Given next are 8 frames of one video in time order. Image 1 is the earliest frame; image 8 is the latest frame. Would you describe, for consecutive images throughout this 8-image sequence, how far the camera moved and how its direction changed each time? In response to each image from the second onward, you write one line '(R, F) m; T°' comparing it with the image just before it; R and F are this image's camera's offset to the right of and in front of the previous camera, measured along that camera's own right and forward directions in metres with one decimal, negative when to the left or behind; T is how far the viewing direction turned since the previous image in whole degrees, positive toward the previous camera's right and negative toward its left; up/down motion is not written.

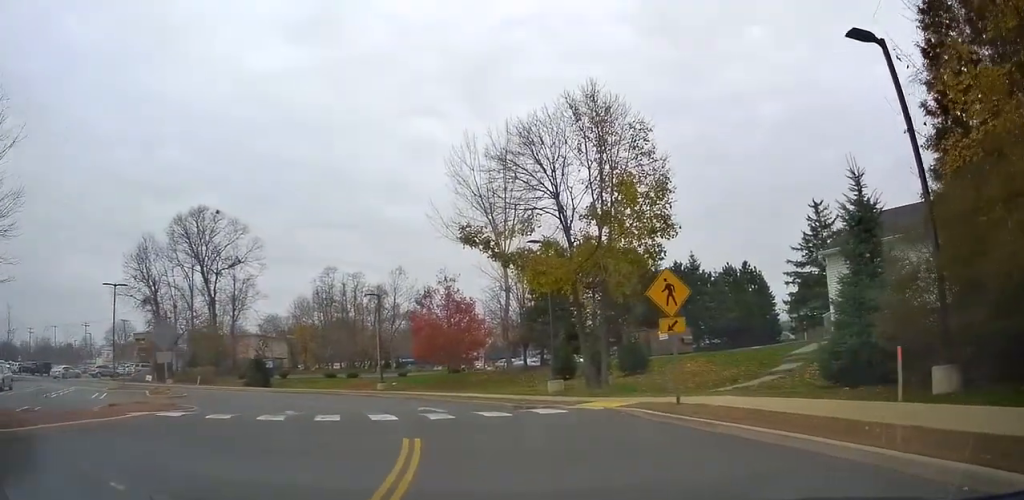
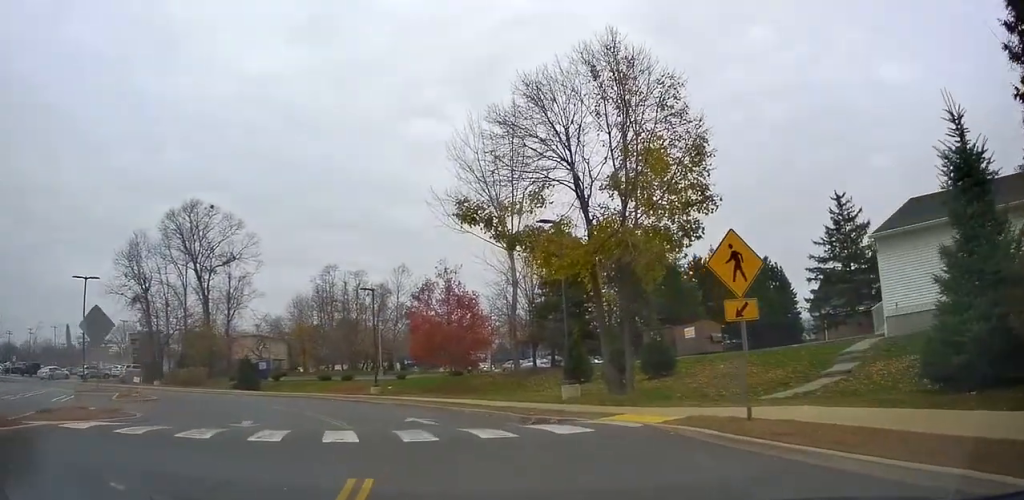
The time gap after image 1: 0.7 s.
(+0.2, +3.7) m; +2°
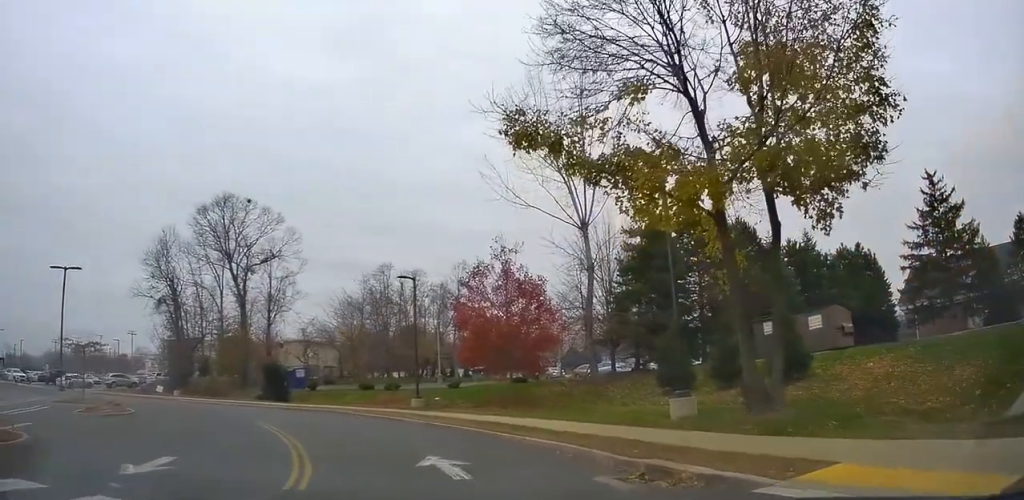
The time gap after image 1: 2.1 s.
(-0.4, +6.9) m; -11°
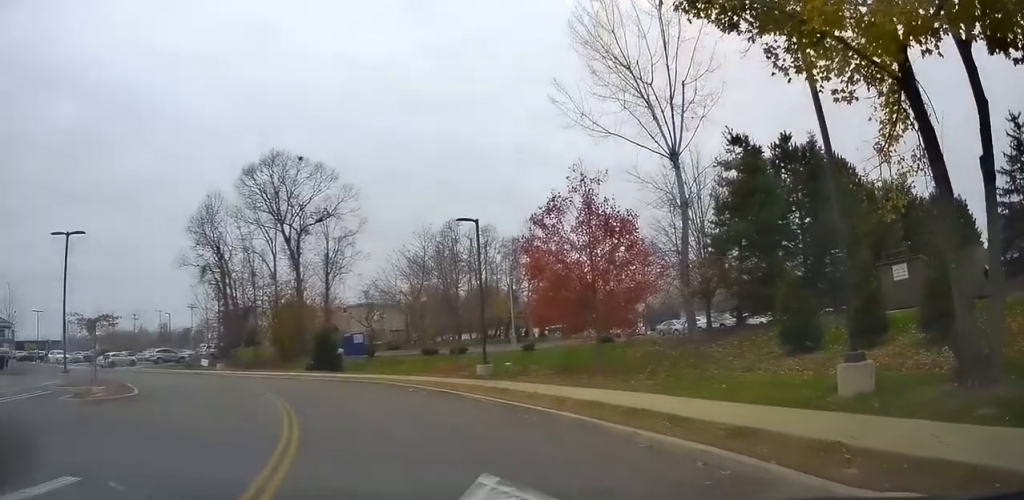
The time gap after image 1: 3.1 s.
(-0.6, +4.6) m; -9°
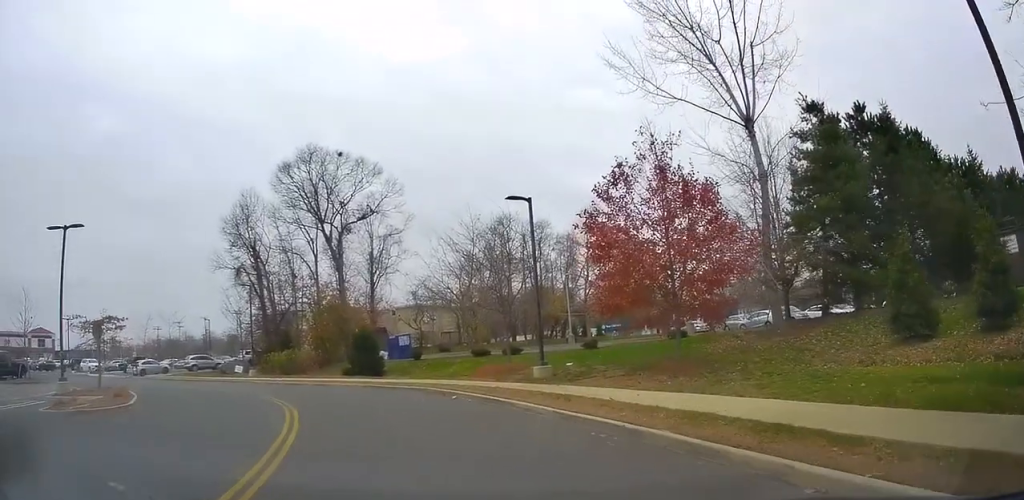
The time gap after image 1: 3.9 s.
(-0.1, +3.4) m; -4°
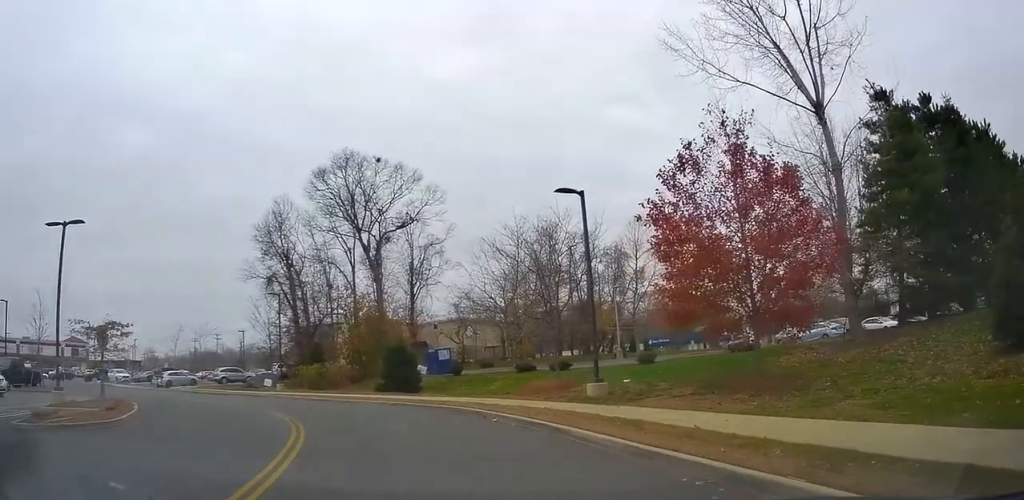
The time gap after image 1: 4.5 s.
(+0.2, +2.5) m; -3°
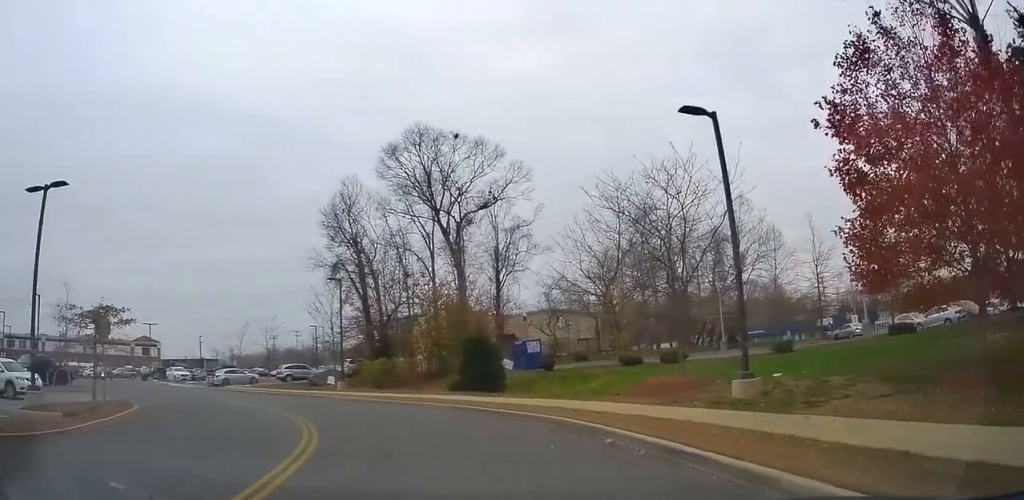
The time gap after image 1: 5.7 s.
(-0.8, +4.9) m; -13°
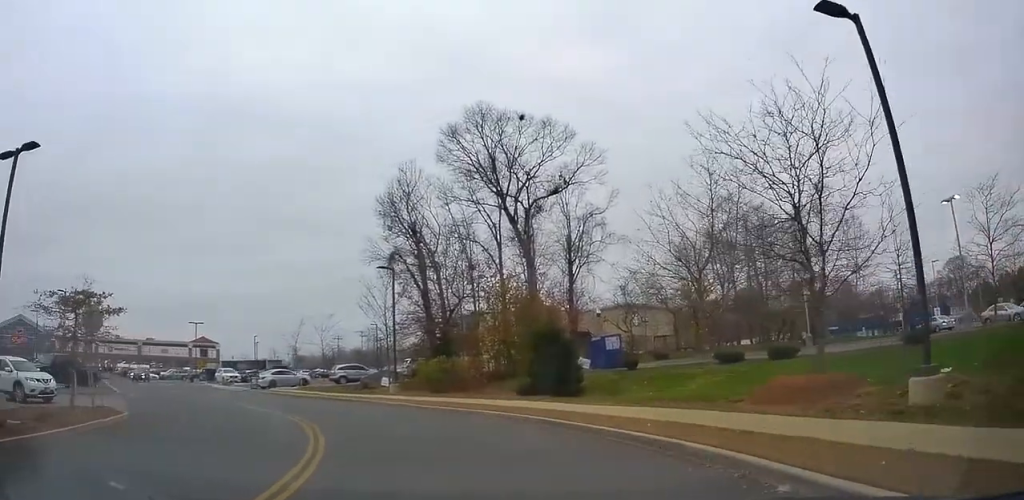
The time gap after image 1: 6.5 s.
(-0.2, +3.7) m; -2°
